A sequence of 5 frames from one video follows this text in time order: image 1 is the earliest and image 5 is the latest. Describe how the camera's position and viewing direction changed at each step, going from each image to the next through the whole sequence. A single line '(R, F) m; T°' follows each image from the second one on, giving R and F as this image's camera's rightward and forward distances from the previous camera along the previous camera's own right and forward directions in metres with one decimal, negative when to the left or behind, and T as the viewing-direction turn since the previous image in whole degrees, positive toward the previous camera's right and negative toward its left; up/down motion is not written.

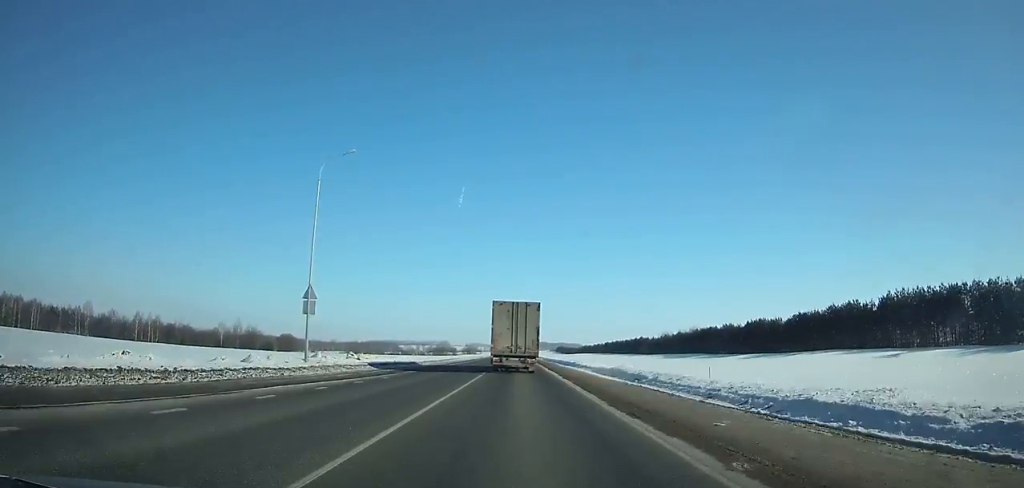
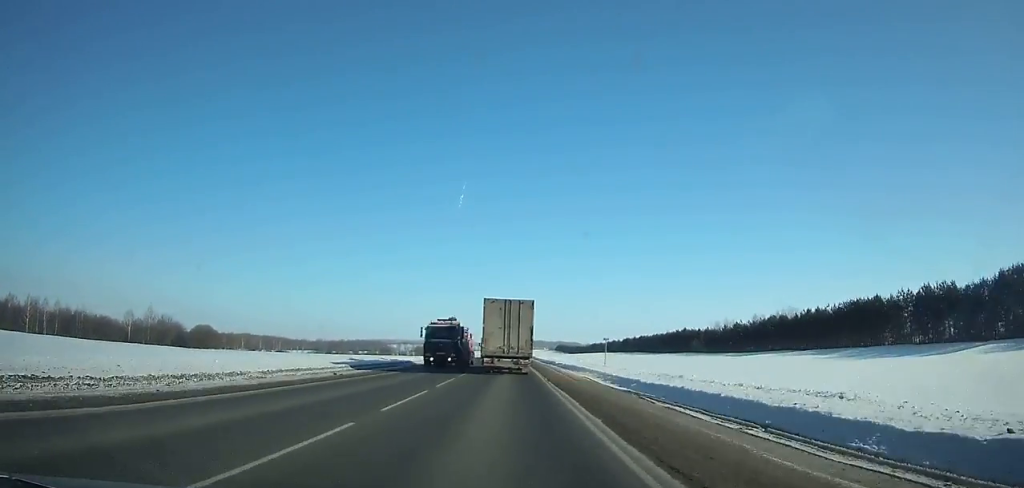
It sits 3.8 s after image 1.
(+0.3, +89.7) m; 0°
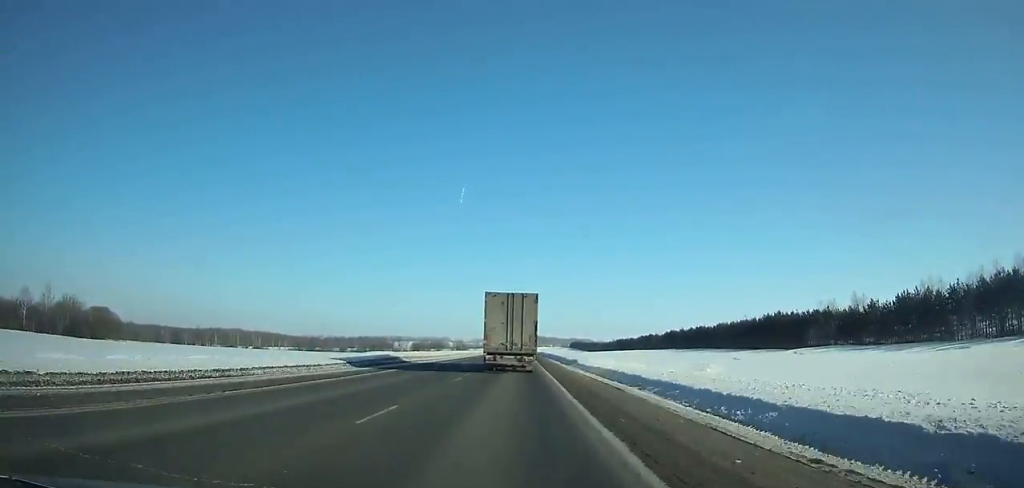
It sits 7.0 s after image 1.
(-0.5, +76.7) m; 0°
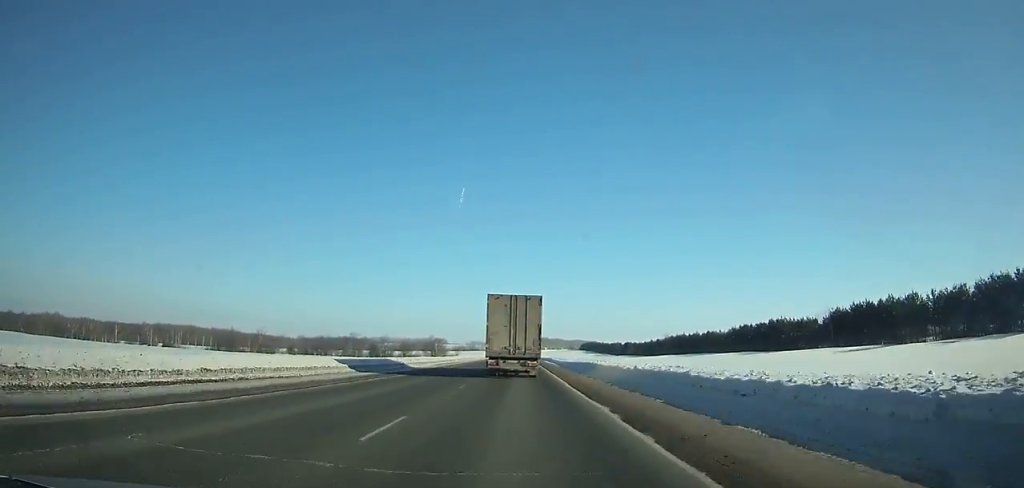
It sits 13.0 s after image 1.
(0.0, +143.3) m; 0°
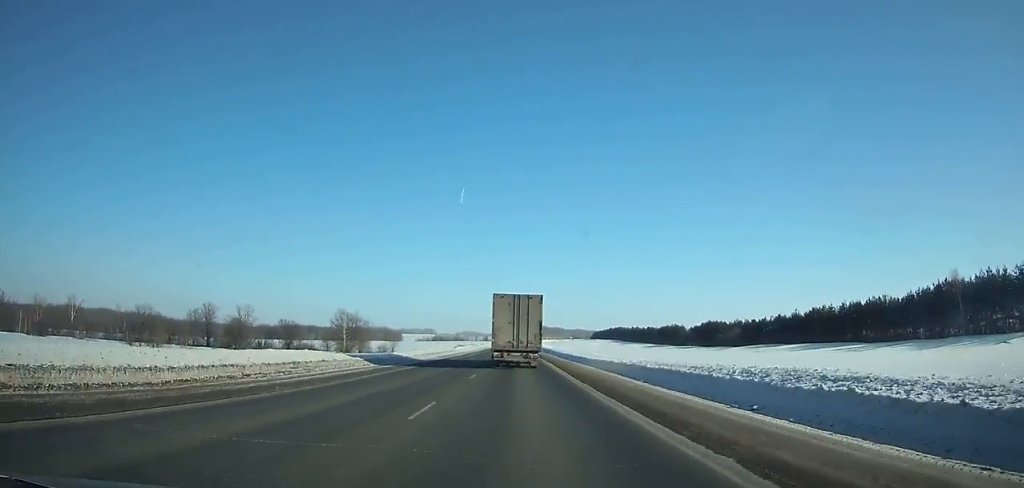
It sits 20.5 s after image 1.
(+0.3, +175.9) m; 0°
